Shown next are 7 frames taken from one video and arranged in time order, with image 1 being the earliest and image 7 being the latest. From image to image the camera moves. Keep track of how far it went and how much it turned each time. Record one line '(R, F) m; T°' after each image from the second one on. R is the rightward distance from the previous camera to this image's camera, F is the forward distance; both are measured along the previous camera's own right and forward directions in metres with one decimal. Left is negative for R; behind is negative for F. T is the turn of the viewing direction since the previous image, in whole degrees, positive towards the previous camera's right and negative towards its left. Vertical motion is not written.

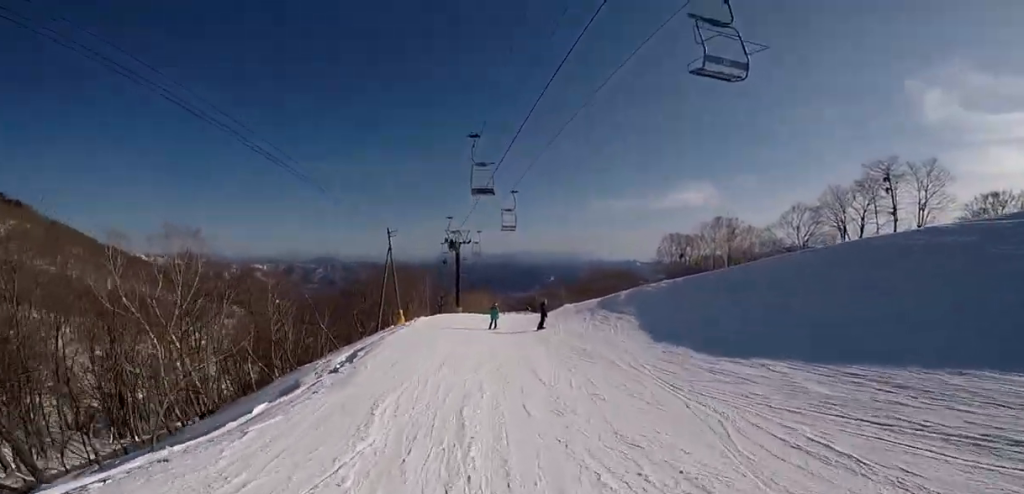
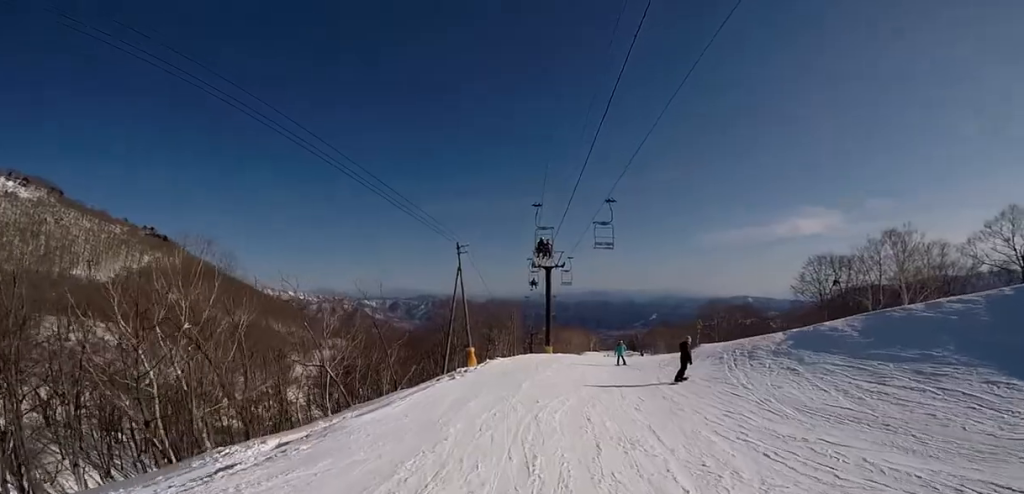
(+0.6, +10.7) m; +1°
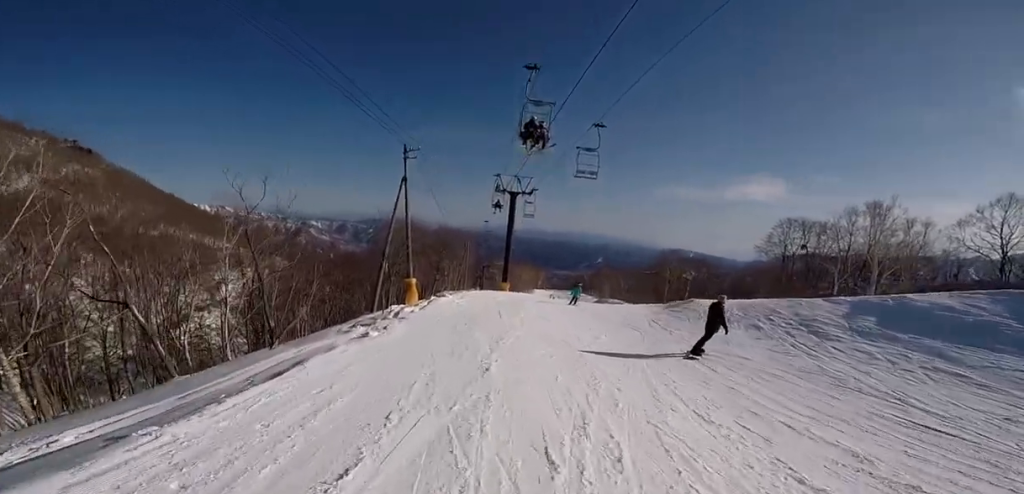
(-0.2, +6.9) m; +3°
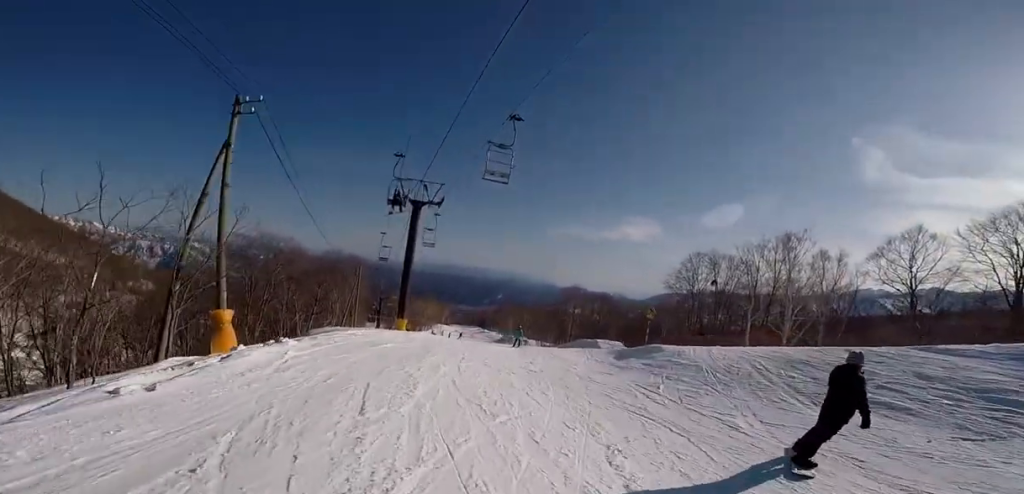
(+0.8, +8.5) m; +6°
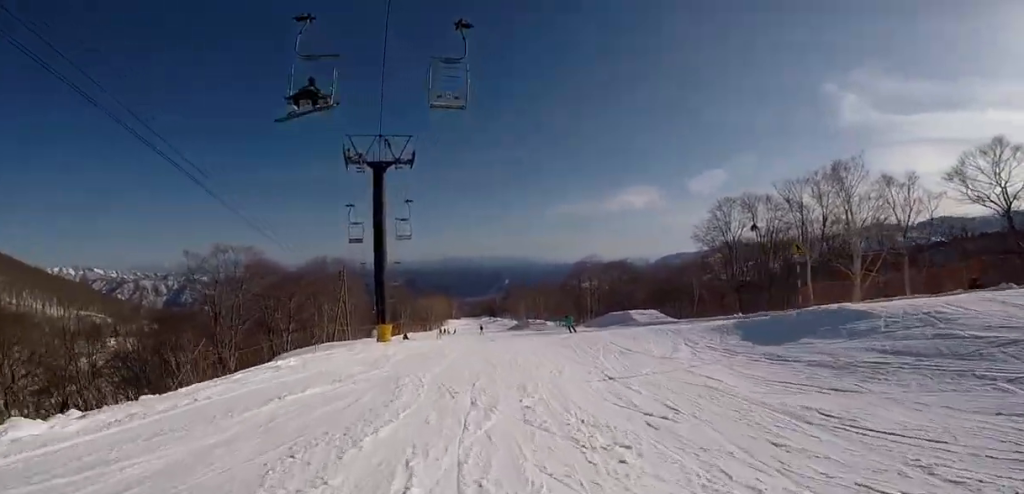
(0.0, +7.7) m; +8°
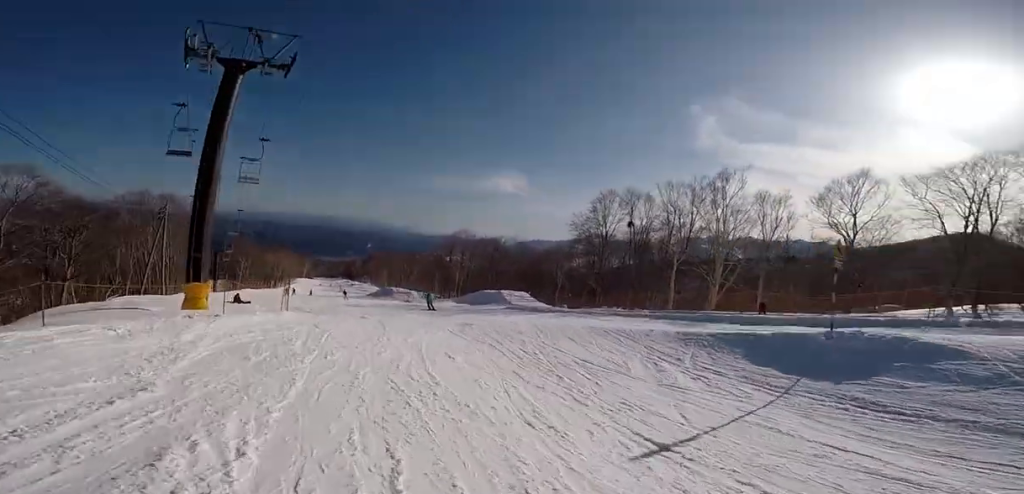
(+0.5, +4.3) m; +14°
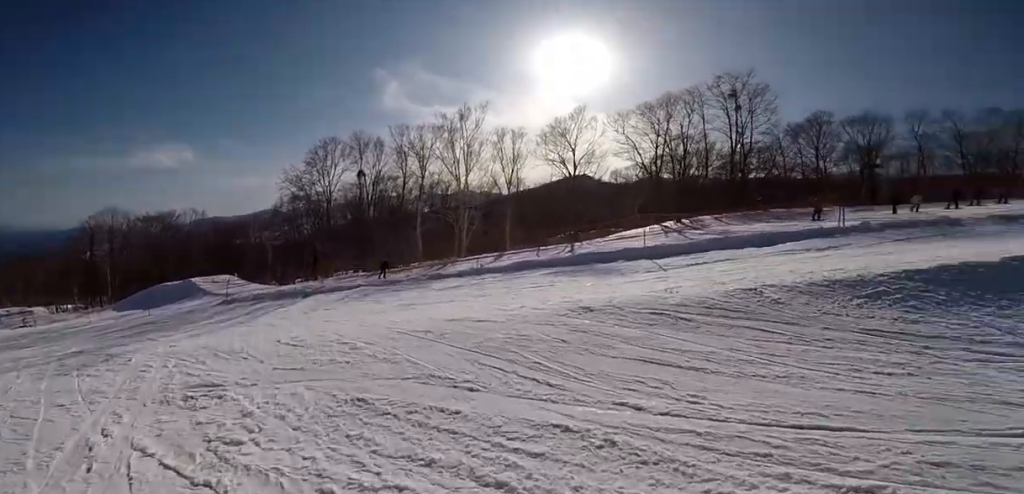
(+2.3, +7.6) m; +13°
